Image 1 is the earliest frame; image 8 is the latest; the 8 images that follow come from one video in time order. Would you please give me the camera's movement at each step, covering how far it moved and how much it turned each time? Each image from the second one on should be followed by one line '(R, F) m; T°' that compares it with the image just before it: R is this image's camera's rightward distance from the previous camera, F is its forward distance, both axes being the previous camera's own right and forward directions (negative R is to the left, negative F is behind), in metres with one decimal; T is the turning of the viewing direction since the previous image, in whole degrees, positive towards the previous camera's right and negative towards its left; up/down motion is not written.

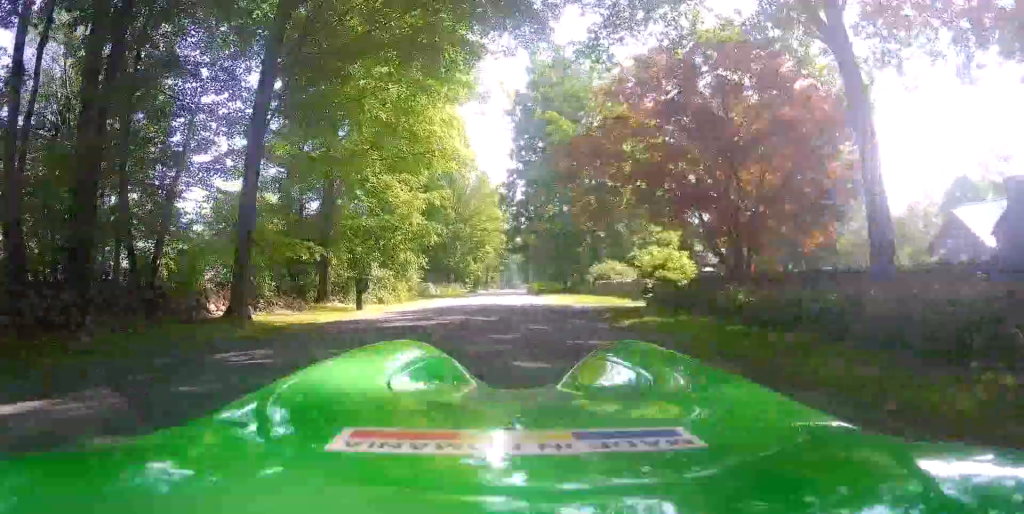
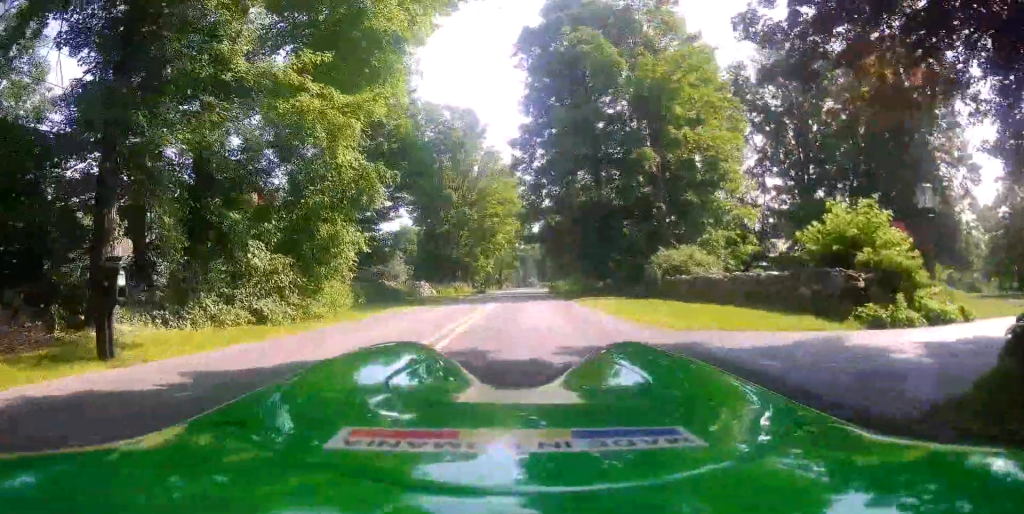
(-1.2, +13.0) m; -16°
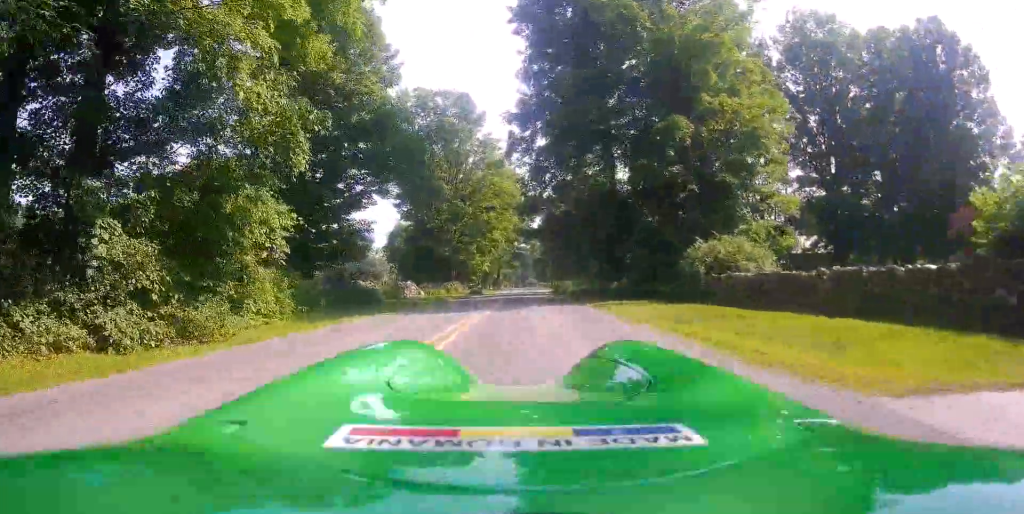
(0.0, +5.5) m; -2°
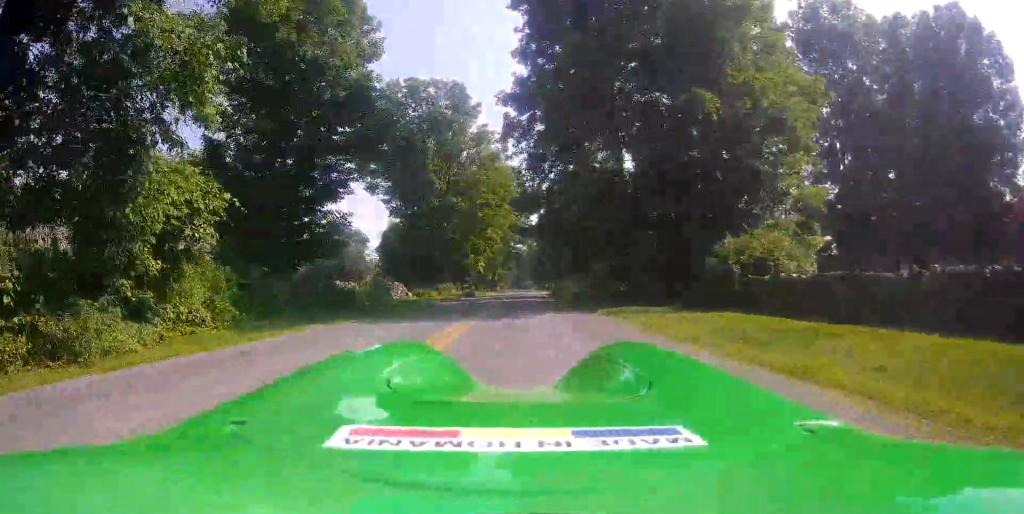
(+0.2, +3.3) m; 0°
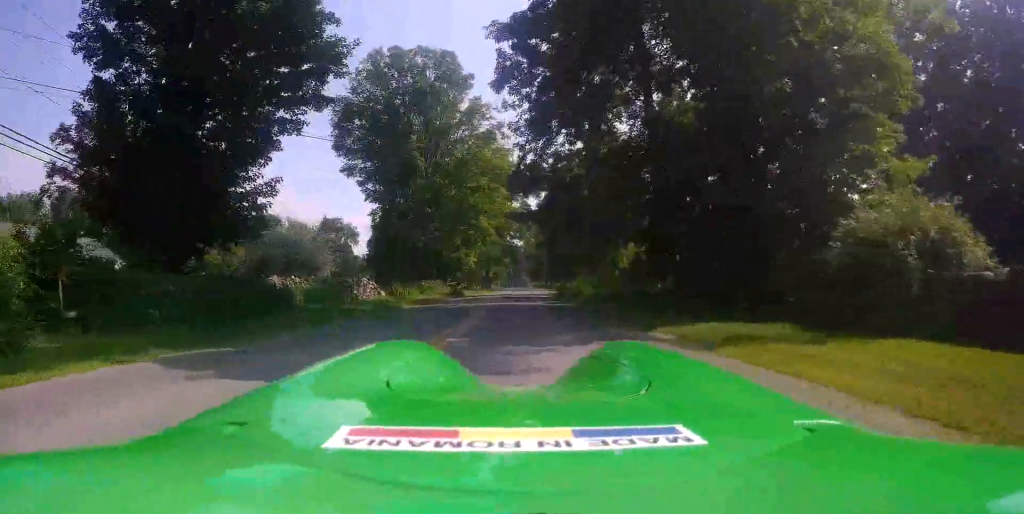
(-0.5, +7.4) m; -4°
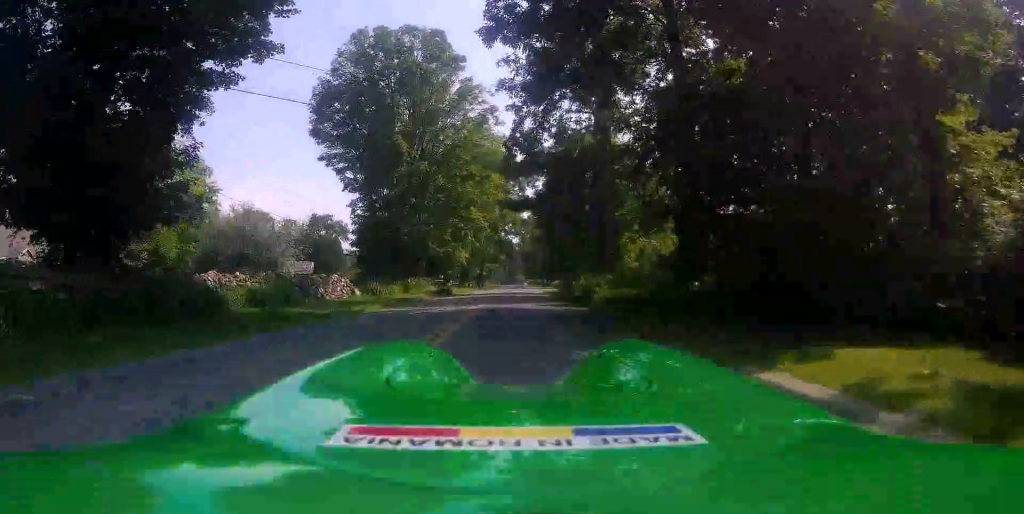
(0.0, +4.8) m; 0°
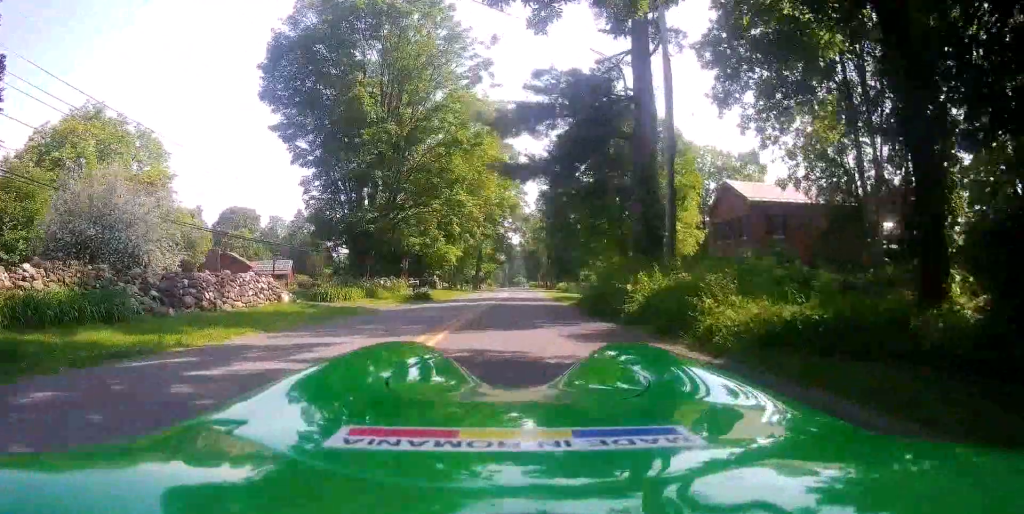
(+0.2, +10.3) m; +7°
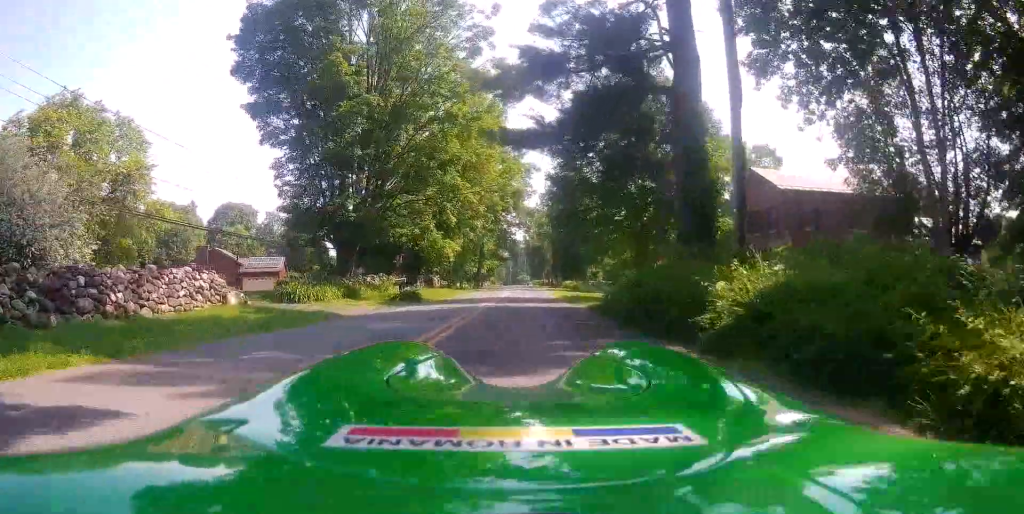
(0.0, +5.0) m; +7°
